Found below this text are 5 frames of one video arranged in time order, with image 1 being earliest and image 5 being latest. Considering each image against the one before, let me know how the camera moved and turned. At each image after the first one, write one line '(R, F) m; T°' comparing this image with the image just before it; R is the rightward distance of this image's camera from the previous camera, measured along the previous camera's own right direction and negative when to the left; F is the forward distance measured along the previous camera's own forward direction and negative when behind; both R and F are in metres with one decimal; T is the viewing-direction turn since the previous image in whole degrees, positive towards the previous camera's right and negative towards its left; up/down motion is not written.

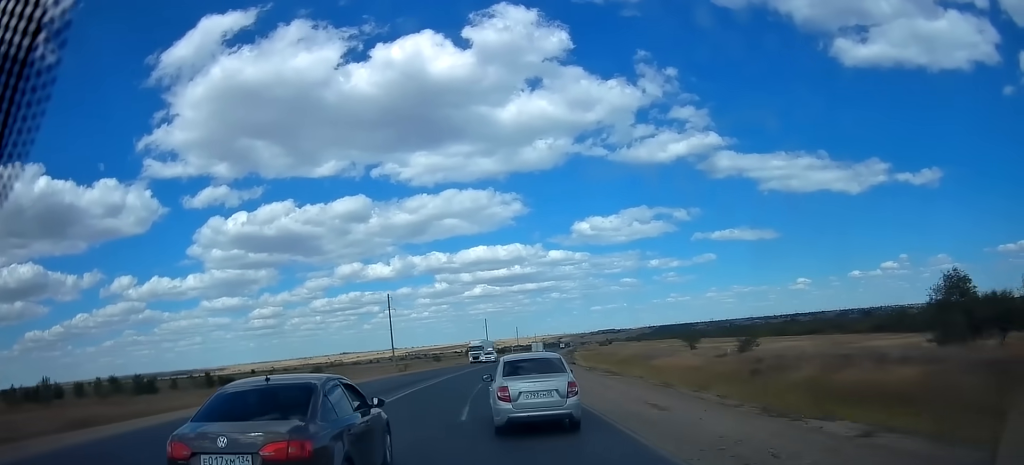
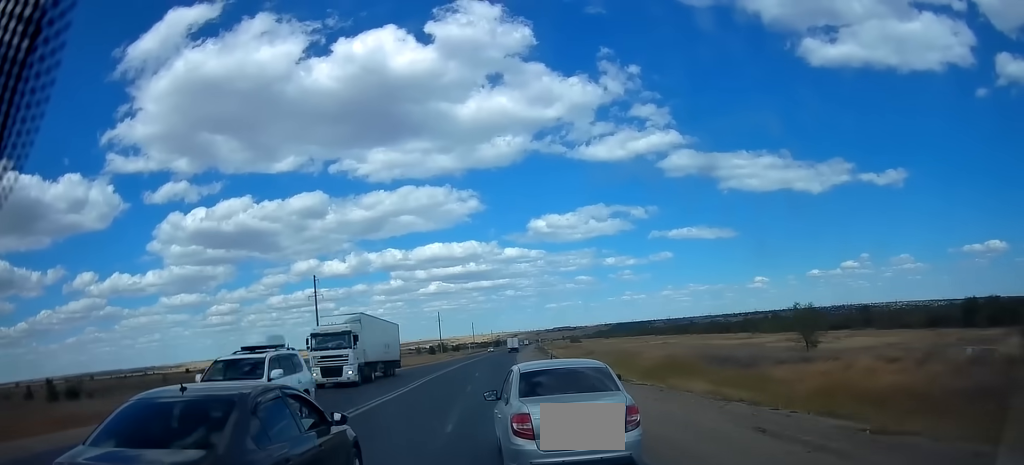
(+1.0, +37.6) m; +3°
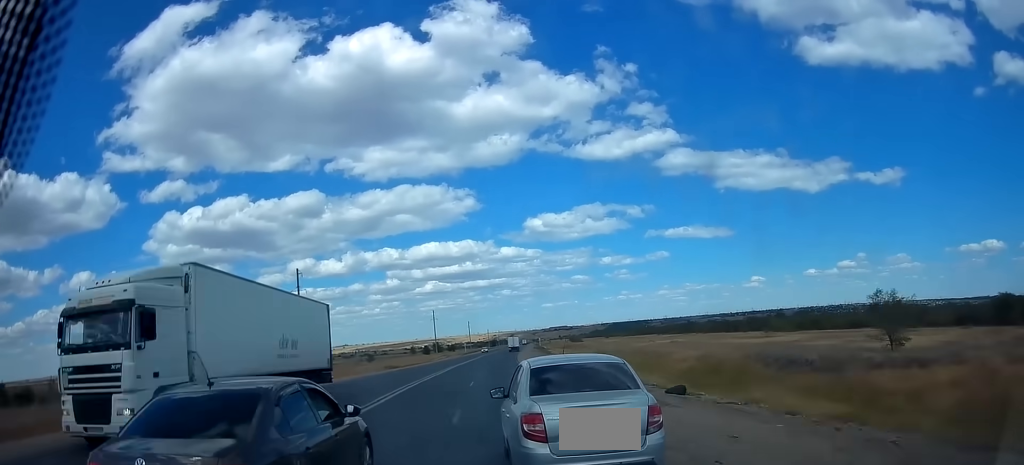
(0.0, +10.8) m; +1°
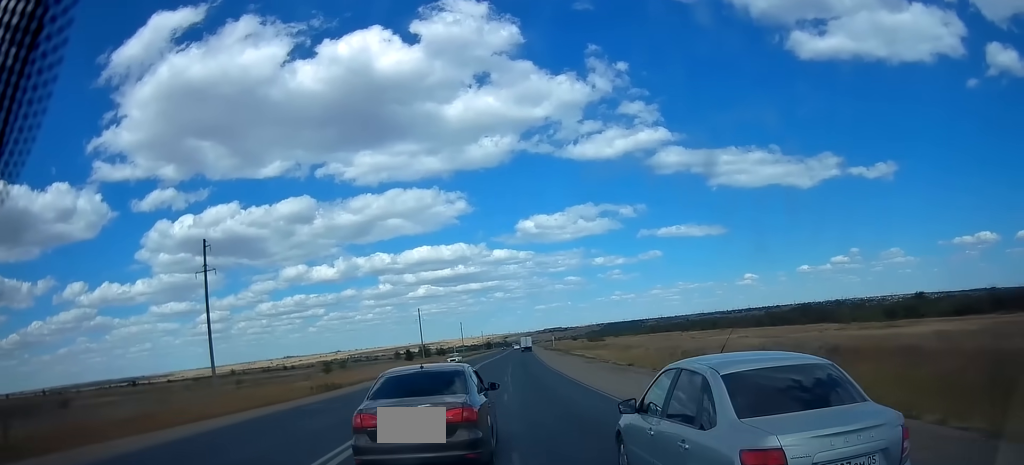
(+1.0, +43.3) m; +2°
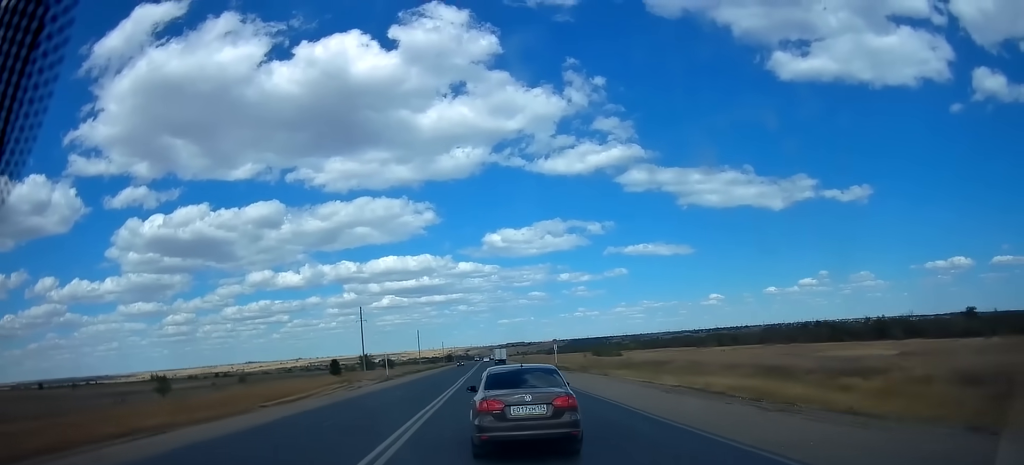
(+1.0, +55.6) m; +2°
